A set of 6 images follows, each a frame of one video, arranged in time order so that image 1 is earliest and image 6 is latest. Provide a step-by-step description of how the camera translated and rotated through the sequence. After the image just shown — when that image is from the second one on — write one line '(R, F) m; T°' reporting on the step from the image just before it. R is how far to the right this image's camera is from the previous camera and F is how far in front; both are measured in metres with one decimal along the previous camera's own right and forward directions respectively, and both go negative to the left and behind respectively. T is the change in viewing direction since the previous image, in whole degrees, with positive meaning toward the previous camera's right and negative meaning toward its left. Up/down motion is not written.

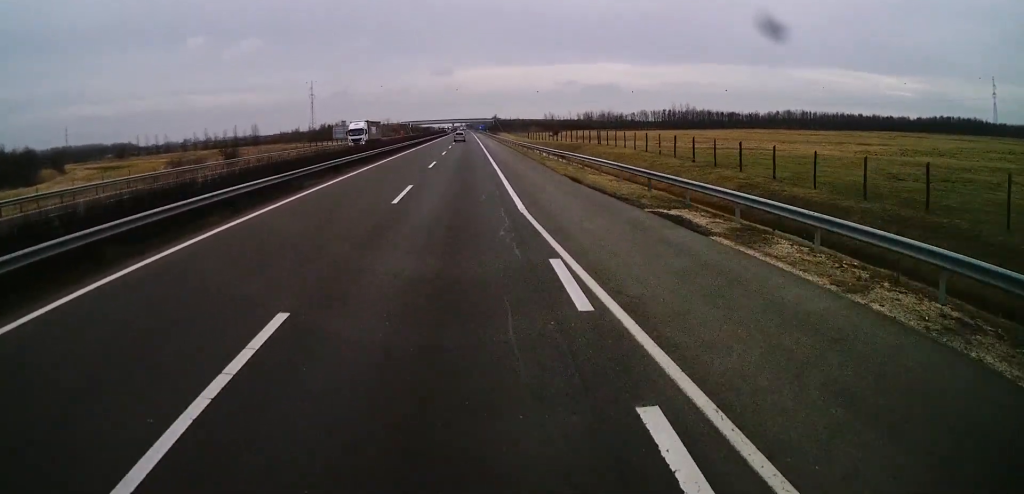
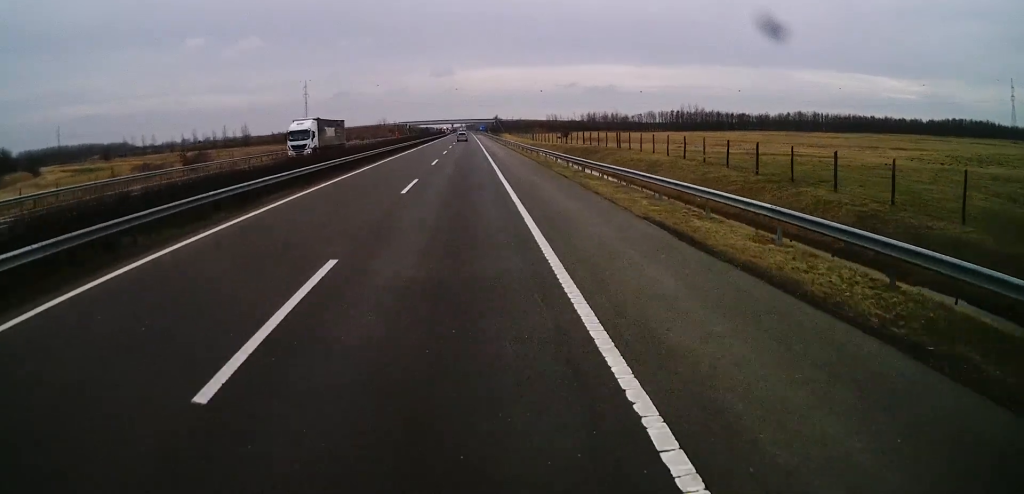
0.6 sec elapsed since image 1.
(0.0, +14.6) m; 0°
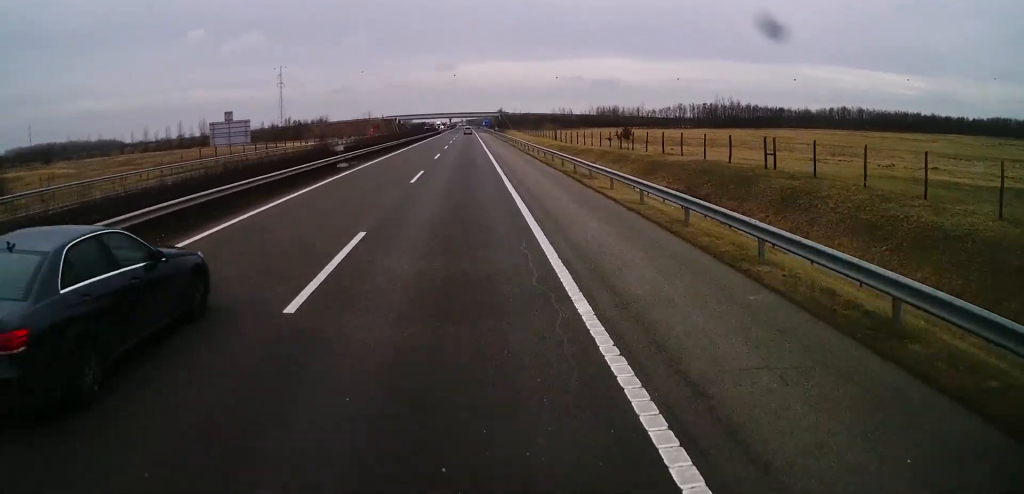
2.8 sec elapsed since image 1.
(+0.4, +50.1) m; 0°
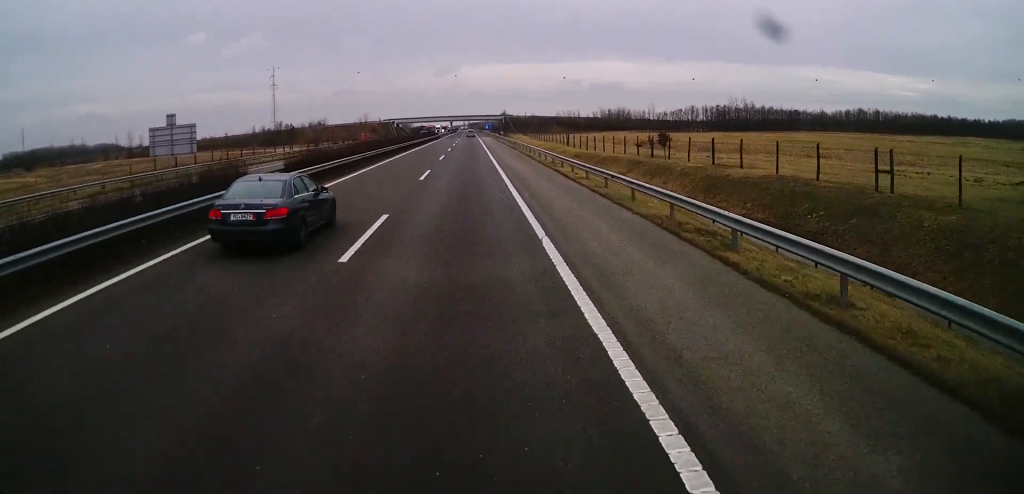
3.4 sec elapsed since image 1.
(-0.1, +14.7) m; 0°
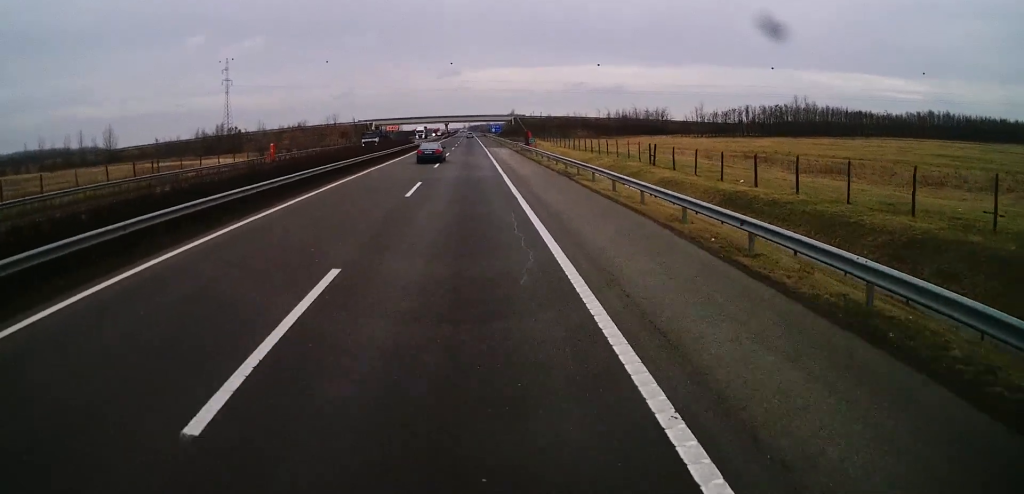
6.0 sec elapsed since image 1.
(+0.5, +60.2) m; +1°
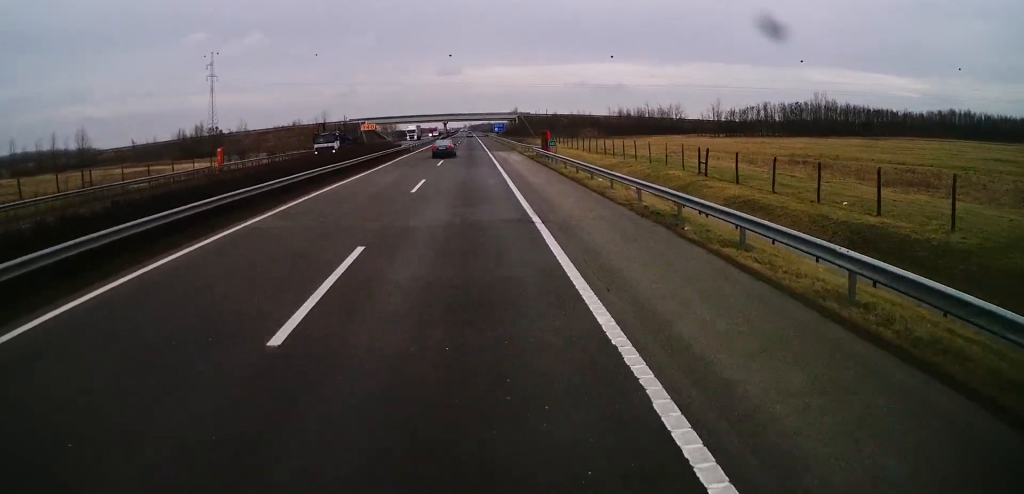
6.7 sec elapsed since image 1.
(+0.1, +15.4) m; 0°
